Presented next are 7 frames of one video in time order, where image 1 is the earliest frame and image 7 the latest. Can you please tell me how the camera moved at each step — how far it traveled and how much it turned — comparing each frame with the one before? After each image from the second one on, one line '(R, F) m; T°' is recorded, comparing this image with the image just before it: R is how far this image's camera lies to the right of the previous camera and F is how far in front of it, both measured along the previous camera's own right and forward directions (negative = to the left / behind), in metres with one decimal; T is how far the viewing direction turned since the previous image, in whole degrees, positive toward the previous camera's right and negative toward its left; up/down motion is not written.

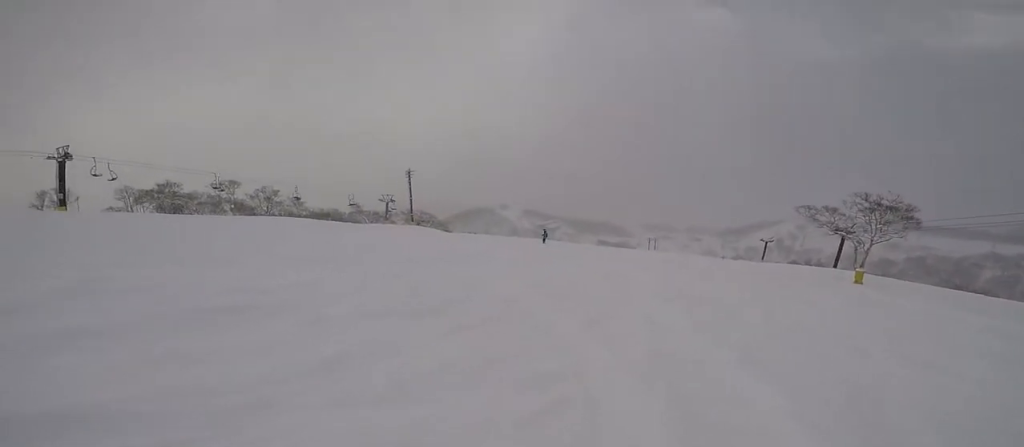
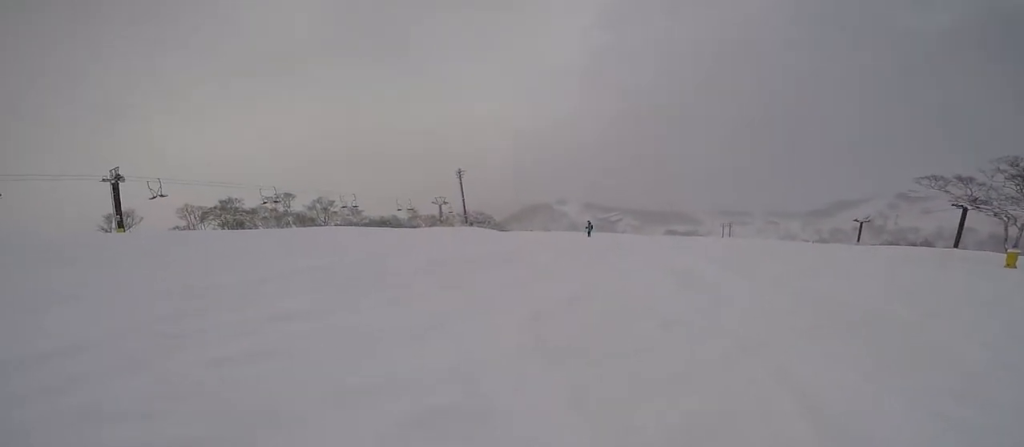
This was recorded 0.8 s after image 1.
(-0.1, +4.0) m; -6°
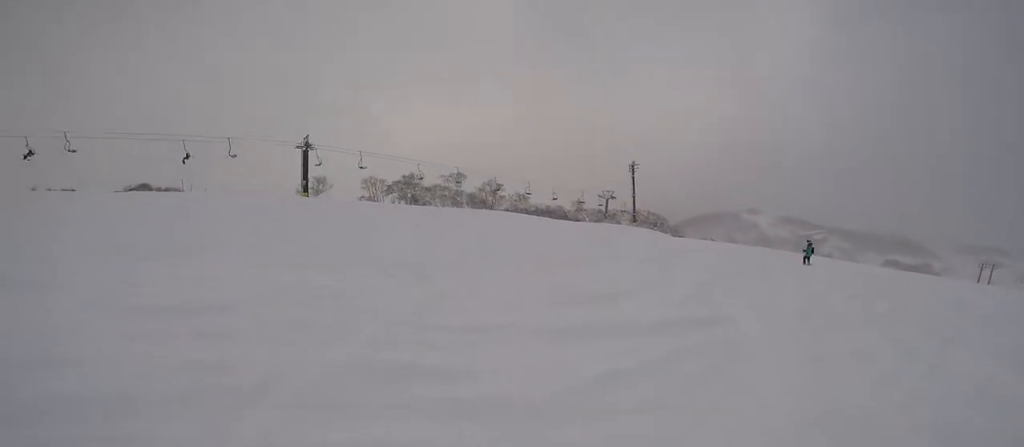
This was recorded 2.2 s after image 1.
(-1.1, +6.0) m; -25°
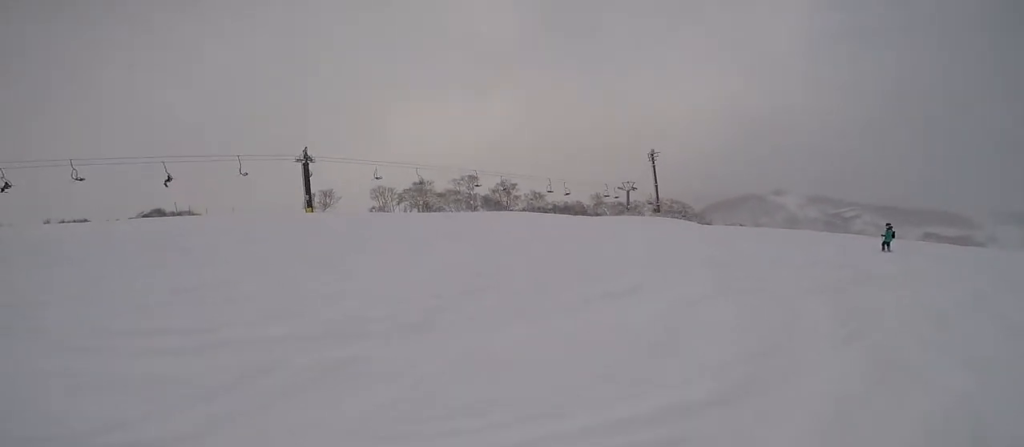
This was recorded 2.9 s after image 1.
(-0.5, +3.5) m; -5°
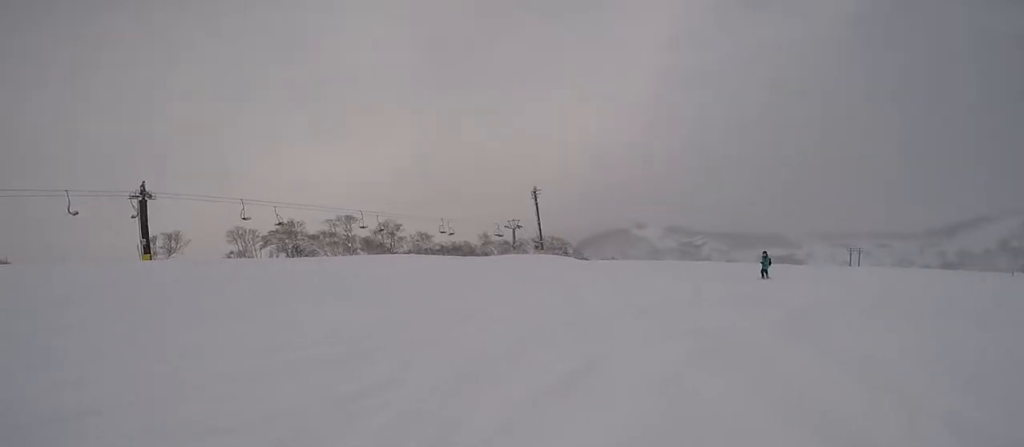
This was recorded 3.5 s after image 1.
(-0.5, +2.4) m; +9°
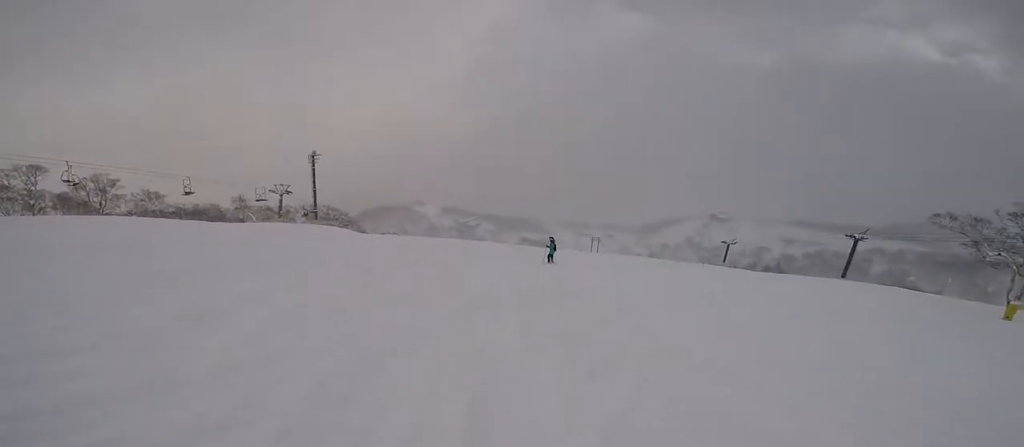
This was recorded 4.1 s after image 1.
(+0.8, +2.3) m; +28°
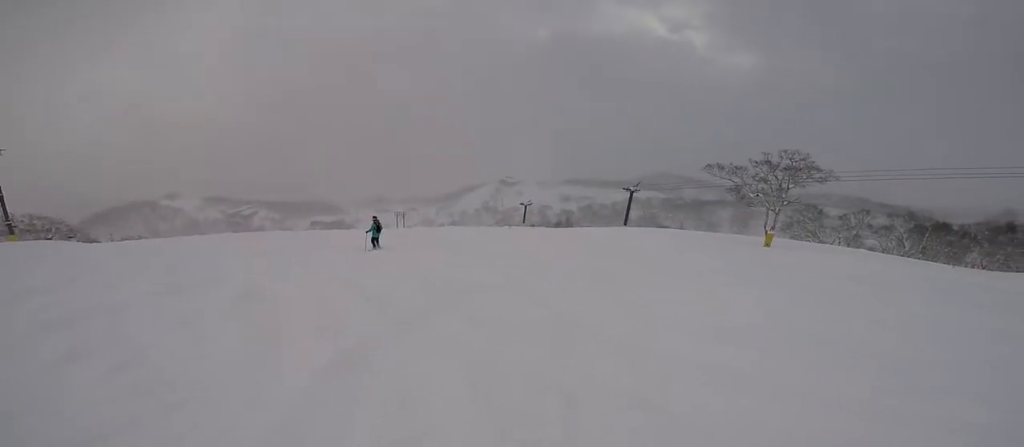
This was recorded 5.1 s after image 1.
(+1.5, +3.2) m; +39°
